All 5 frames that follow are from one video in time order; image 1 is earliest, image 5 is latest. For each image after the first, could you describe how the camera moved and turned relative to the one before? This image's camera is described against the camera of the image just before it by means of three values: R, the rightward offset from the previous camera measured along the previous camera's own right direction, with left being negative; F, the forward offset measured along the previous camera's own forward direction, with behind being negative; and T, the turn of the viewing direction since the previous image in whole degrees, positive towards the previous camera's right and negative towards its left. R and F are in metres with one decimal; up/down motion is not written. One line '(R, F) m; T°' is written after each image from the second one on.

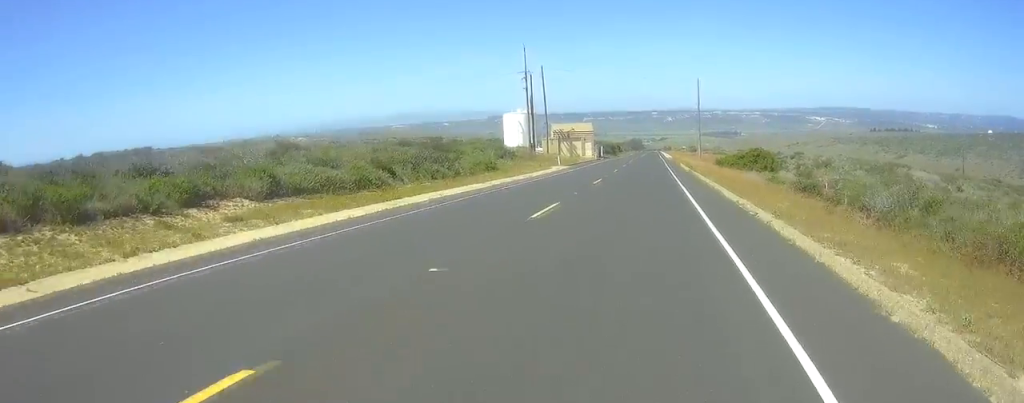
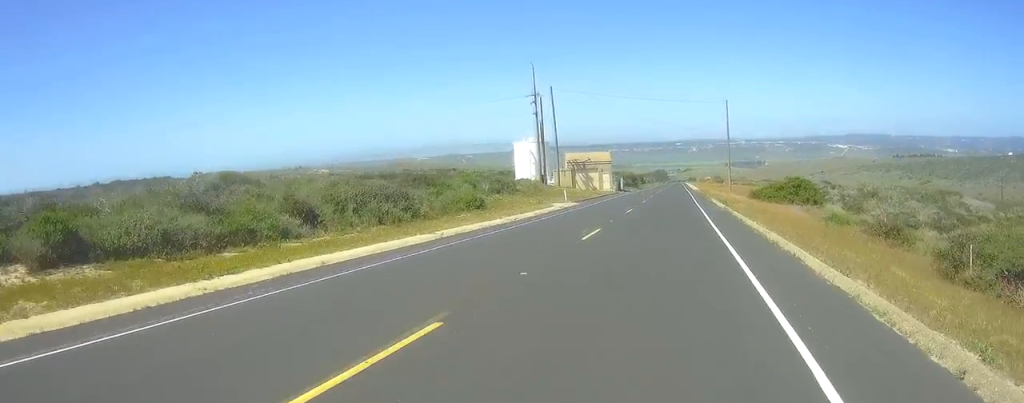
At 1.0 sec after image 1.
(0.0, +11.2) m; 0°
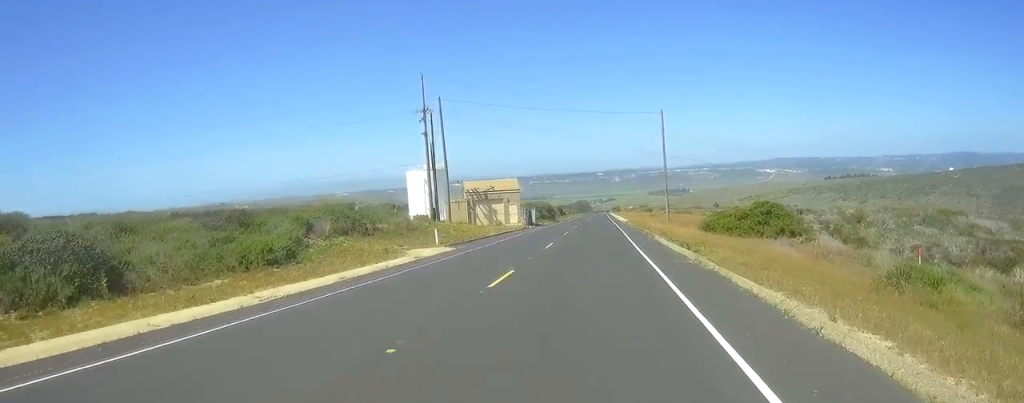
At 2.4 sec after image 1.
(+0.2, +17.3) m; +2°
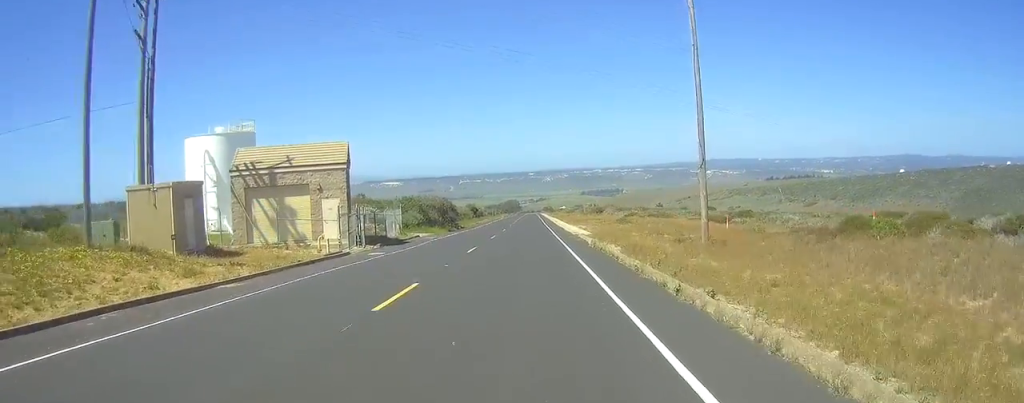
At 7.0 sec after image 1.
(+0.8, +54.3) m; 0°
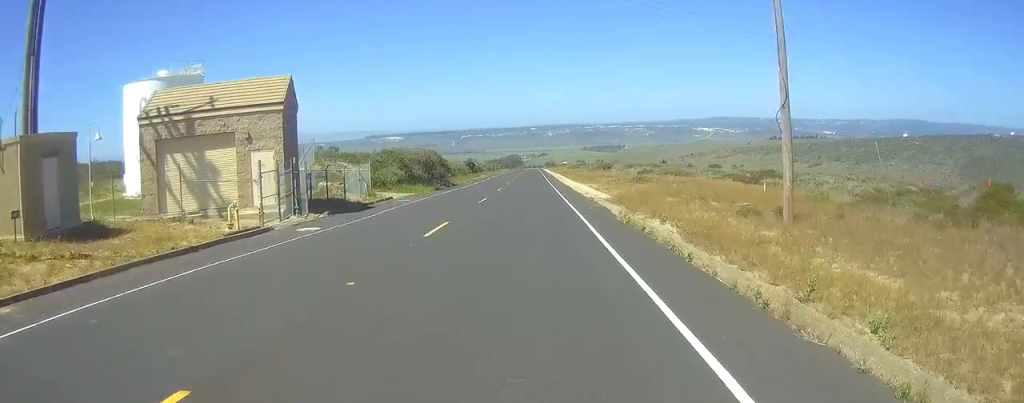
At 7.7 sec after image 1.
(-0.1, +9.8) m; 0°
